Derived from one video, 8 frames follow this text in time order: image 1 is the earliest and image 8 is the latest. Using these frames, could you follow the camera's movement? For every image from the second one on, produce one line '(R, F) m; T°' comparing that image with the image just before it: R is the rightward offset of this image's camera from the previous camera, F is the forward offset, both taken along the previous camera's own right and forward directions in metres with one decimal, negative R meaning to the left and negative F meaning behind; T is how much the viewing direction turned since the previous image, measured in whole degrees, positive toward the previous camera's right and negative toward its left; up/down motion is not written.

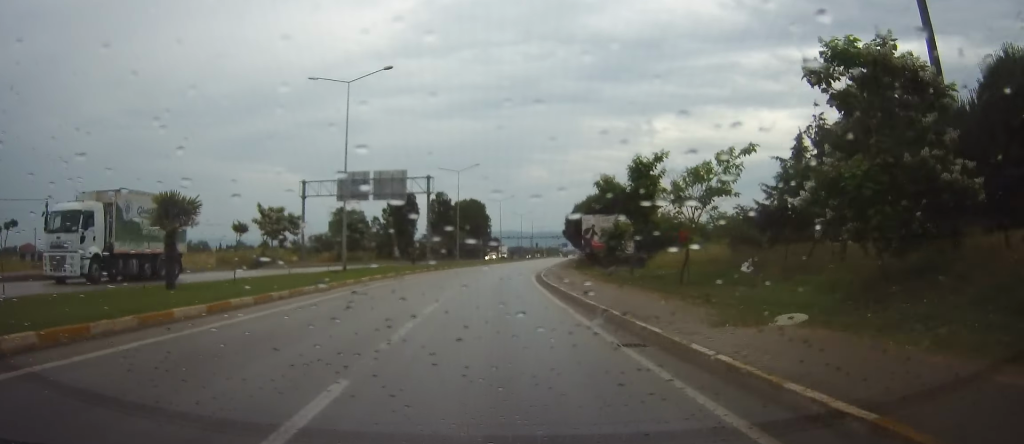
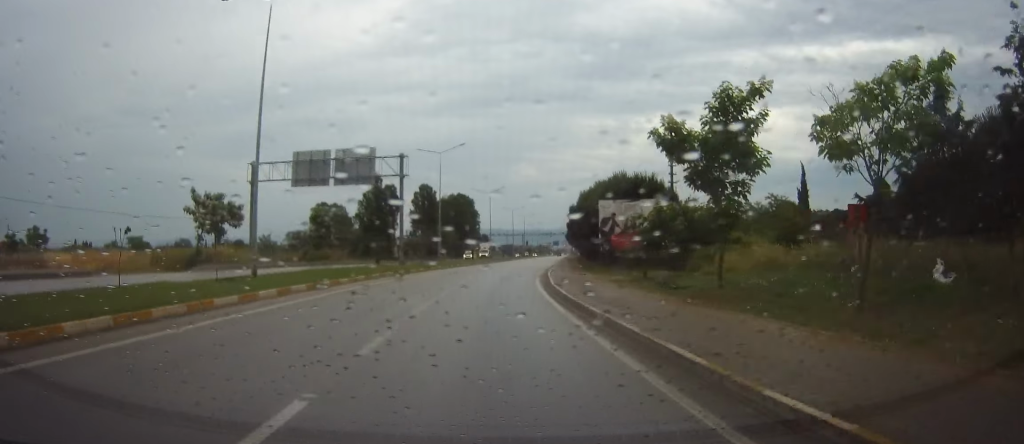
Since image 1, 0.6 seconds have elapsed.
(+0.5, +13.0) m; +2°
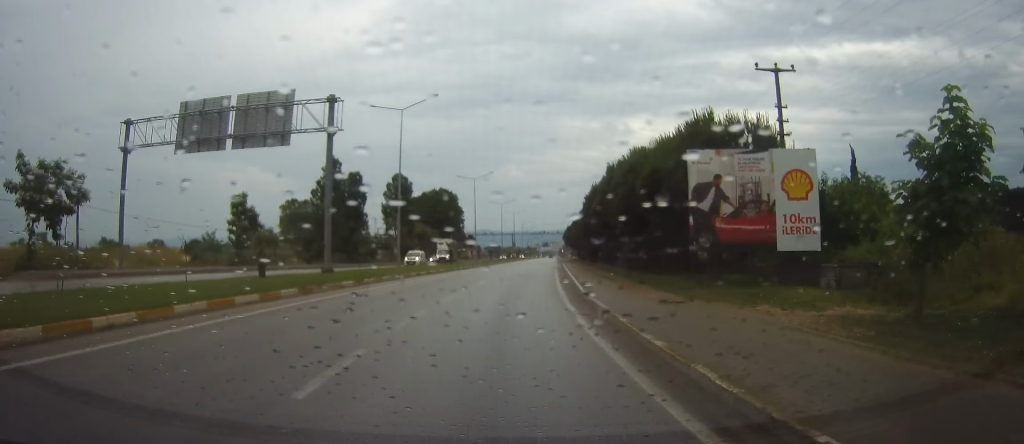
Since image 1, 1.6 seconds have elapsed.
(+0.6, +20.6) m; +2°
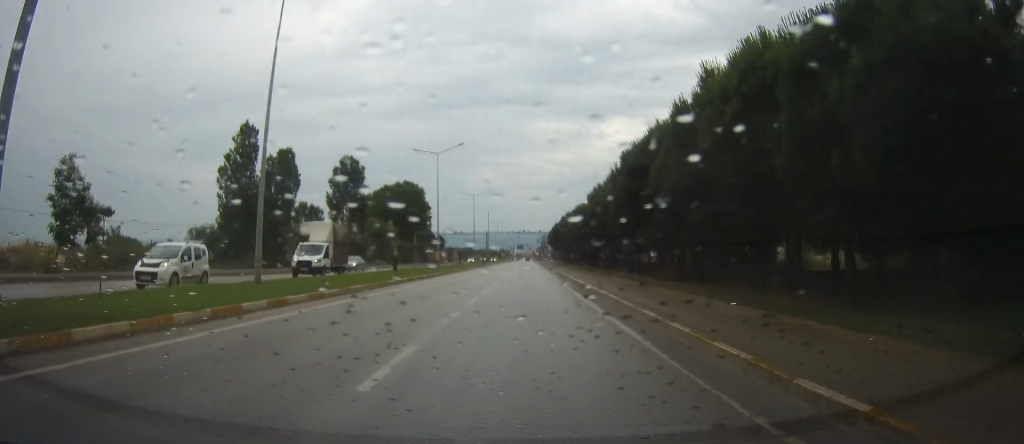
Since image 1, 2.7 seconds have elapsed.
(+0.2, +22.7) m; +1°
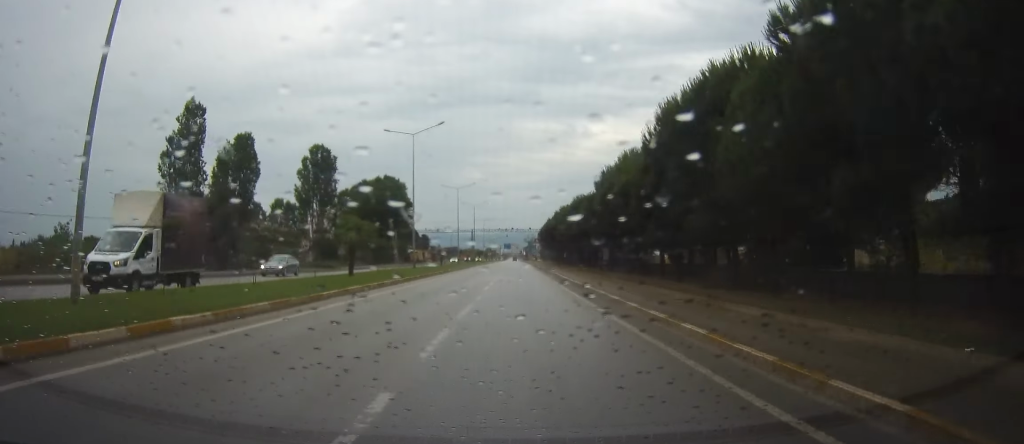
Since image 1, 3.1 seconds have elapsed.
(0.0, +10.3) m; 0°
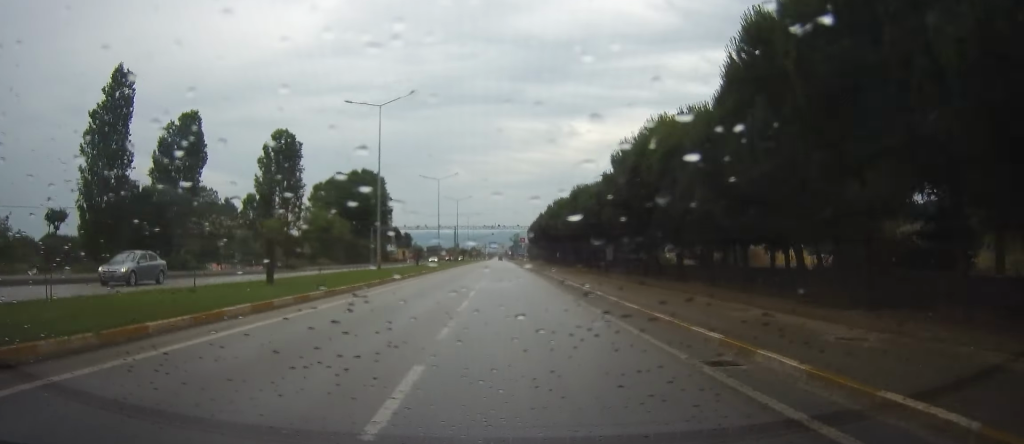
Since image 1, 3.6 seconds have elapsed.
(+0.1, +10.2) m; 0°
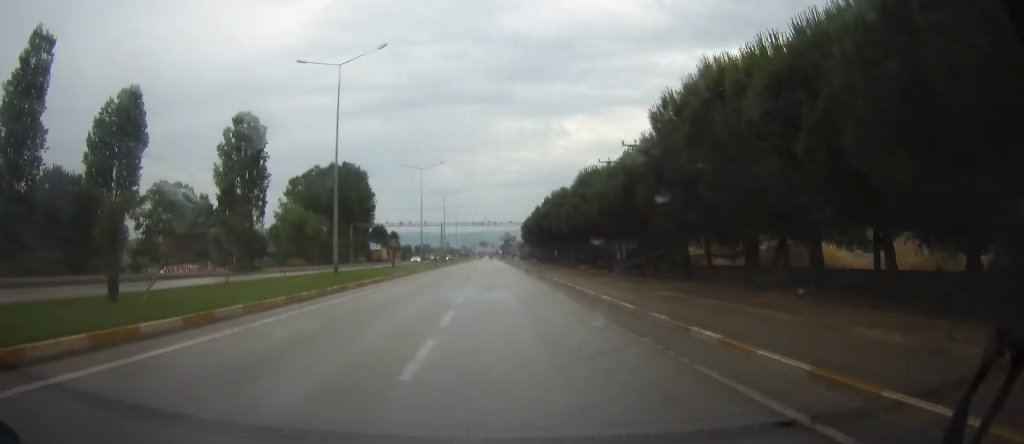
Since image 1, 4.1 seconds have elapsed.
(0.0, +9.3) m; 0°
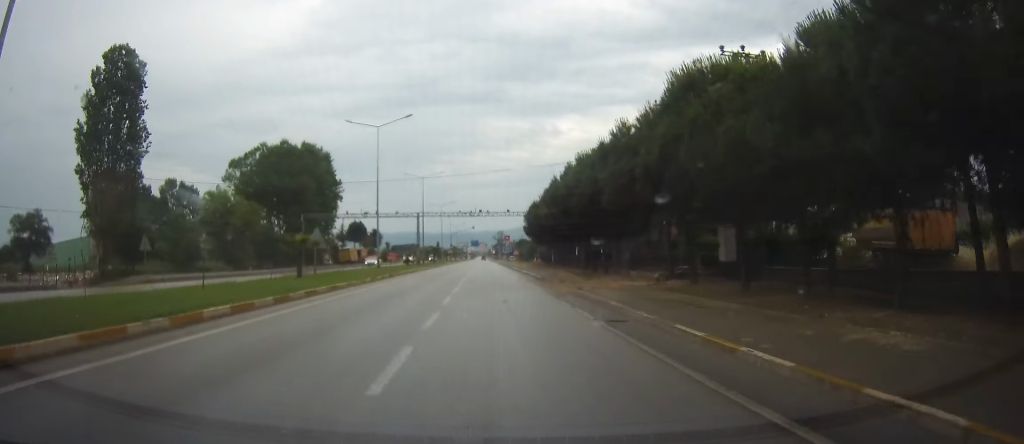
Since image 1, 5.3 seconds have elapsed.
(+0.5, +25.4) m; +2°
